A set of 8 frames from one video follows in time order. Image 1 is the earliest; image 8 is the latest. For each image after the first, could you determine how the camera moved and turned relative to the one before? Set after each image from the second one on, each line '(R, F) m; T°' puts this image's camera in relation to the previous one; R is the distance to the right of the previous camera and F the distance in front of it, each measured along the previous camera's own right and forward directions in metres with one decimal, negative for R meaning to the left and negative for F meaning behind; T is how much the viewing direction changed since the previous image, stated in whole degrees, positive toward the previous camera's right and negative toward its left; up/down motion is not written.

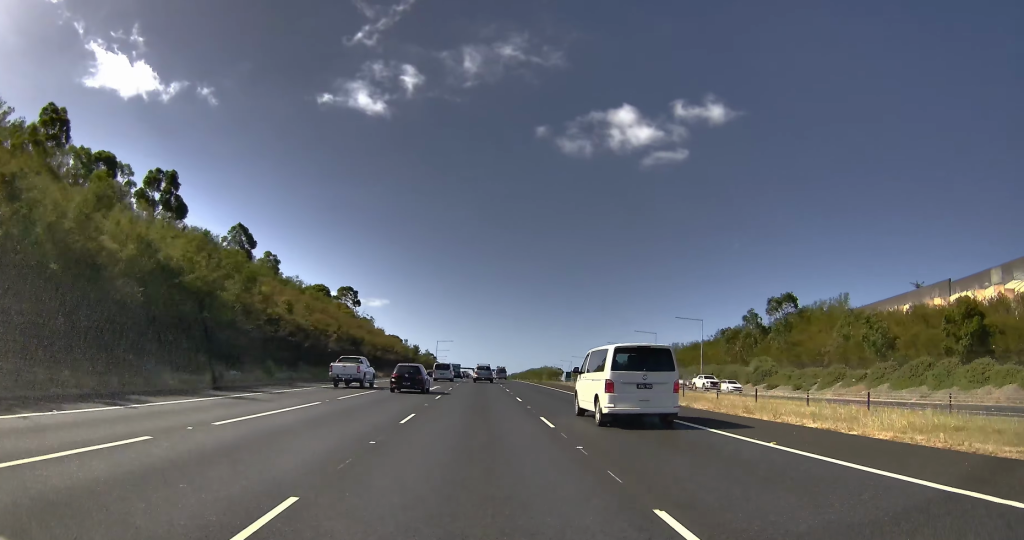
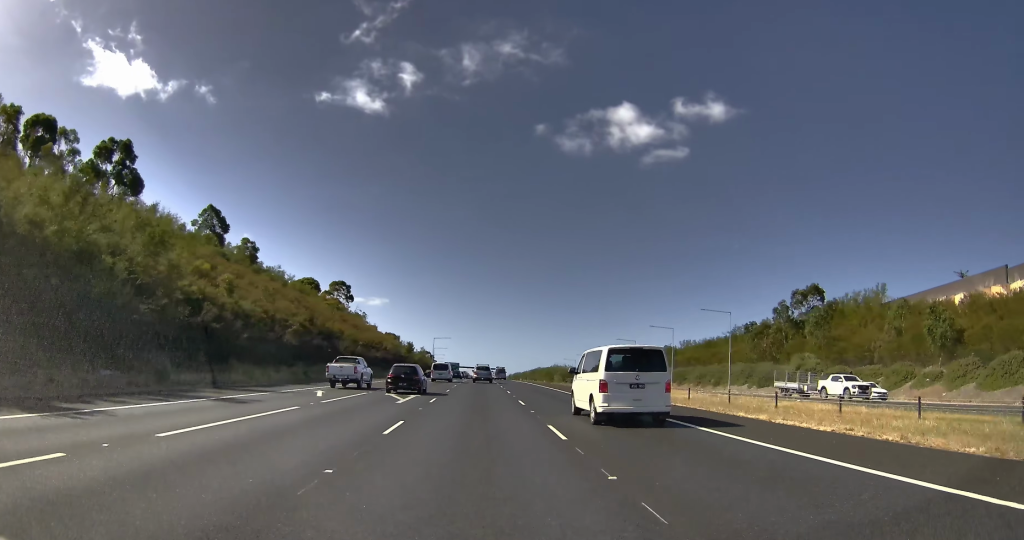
(+0.1, +14.6) m; 0°
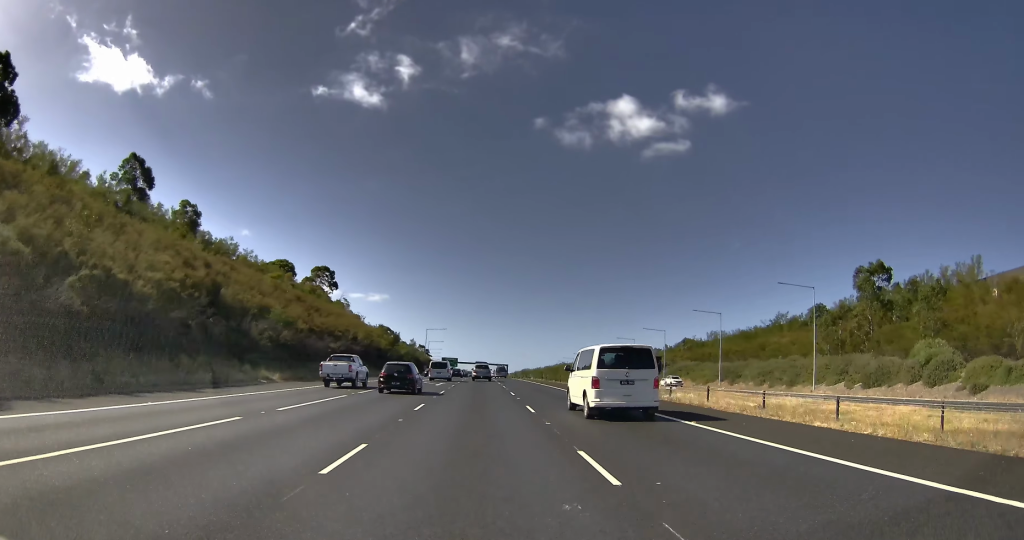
(-0.3, +29.1) m; 0°
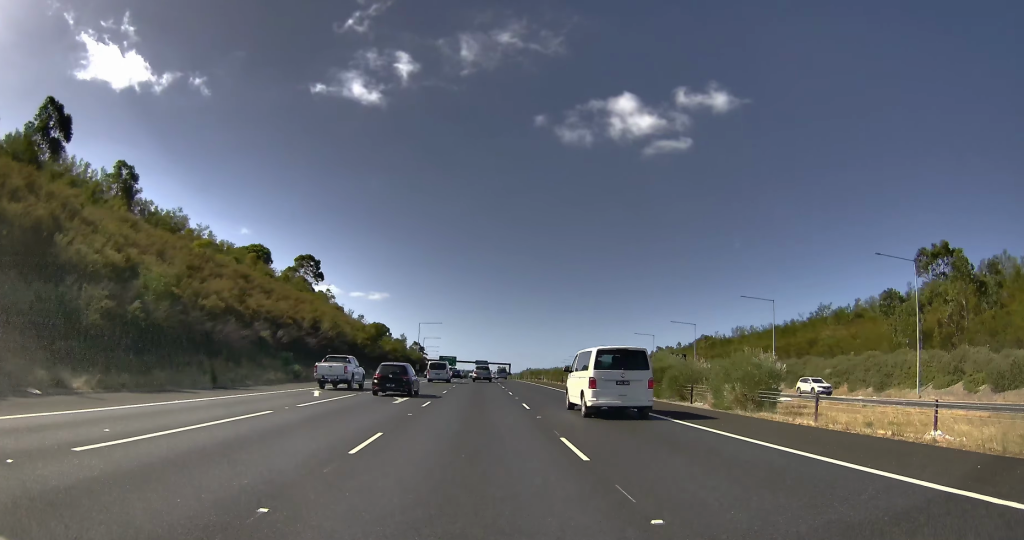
(+0.2, +21.2) m; +1°
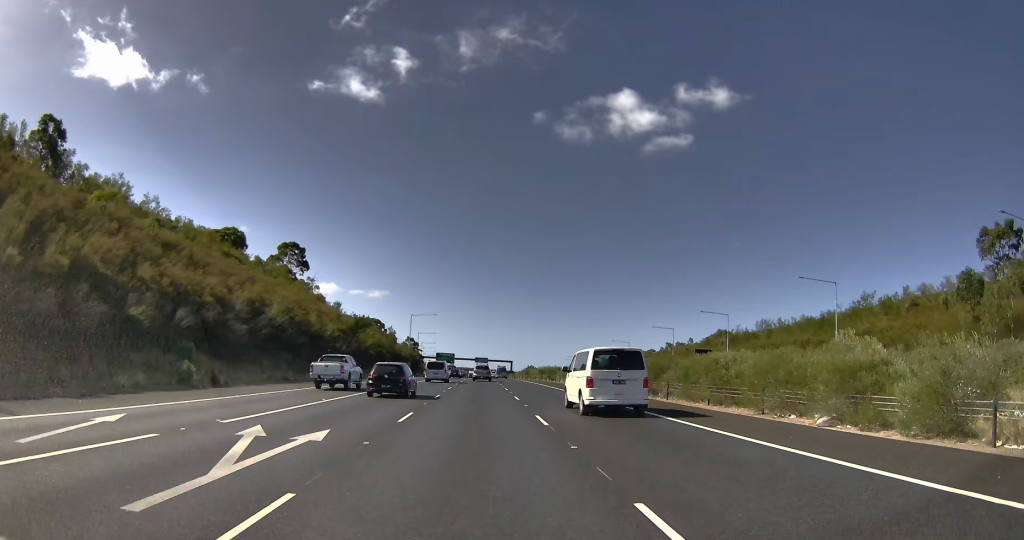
(0.0, +16.7) m; 0°
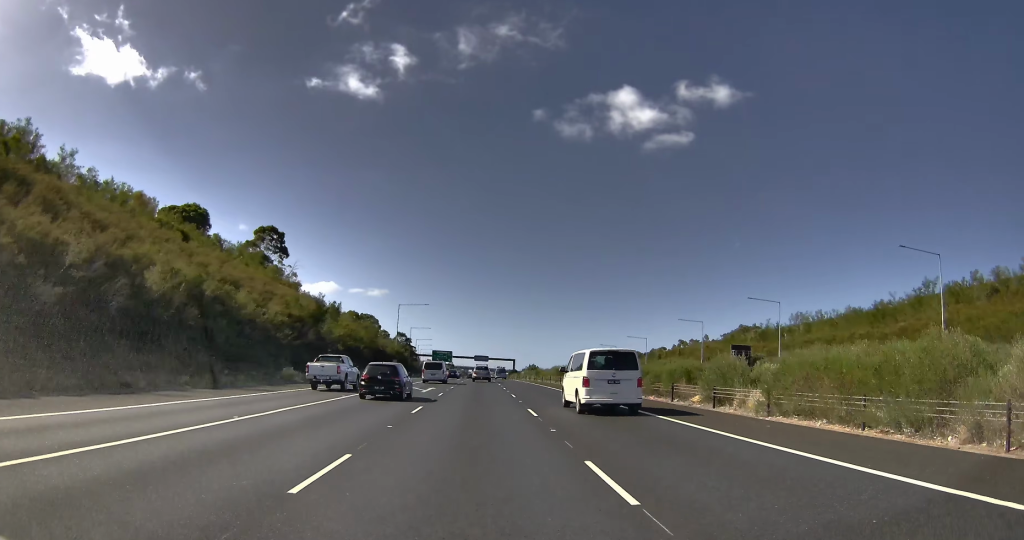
(0.0, +18.3) m; 0°
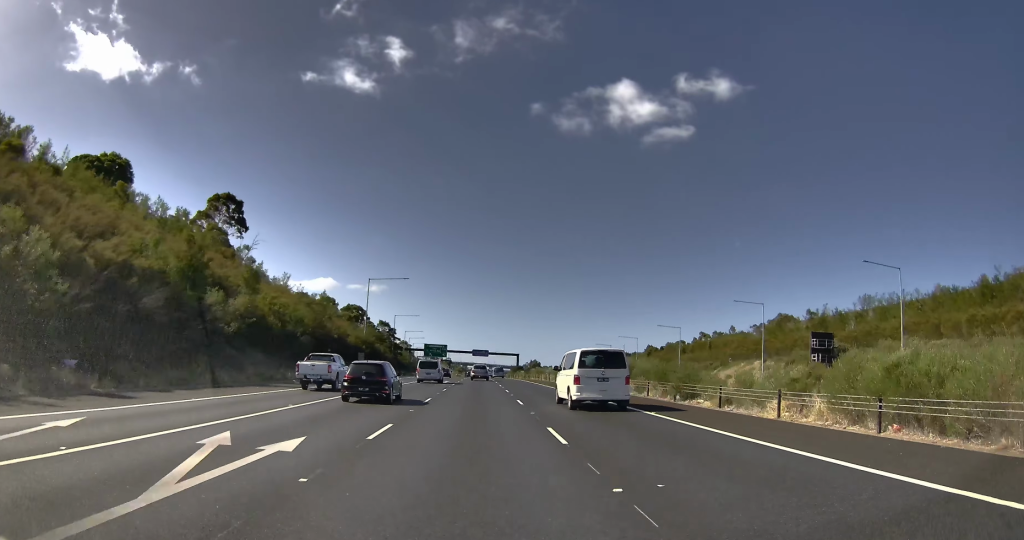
(-0.1, +24.1) m; -1°
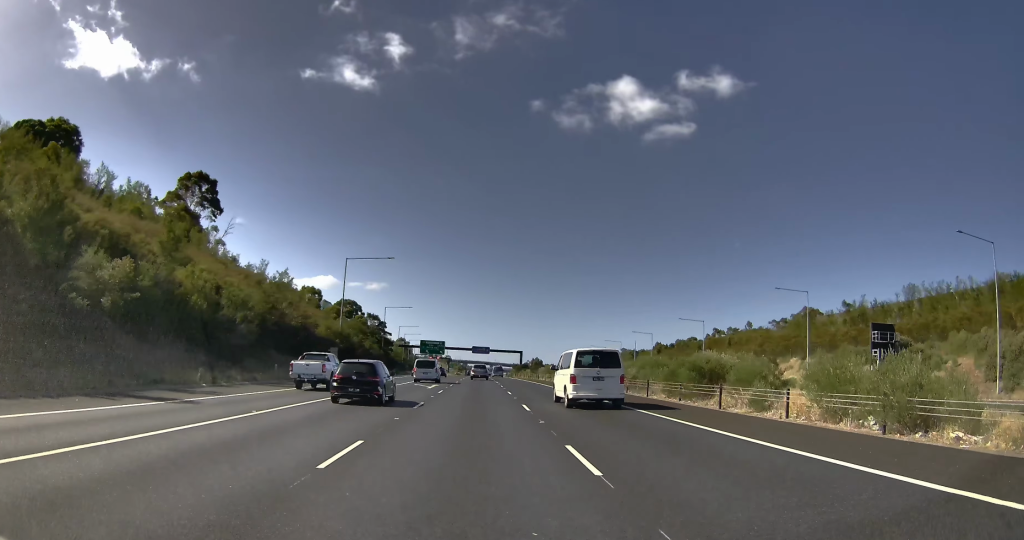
(-0.1, +11.1) m; 0°
